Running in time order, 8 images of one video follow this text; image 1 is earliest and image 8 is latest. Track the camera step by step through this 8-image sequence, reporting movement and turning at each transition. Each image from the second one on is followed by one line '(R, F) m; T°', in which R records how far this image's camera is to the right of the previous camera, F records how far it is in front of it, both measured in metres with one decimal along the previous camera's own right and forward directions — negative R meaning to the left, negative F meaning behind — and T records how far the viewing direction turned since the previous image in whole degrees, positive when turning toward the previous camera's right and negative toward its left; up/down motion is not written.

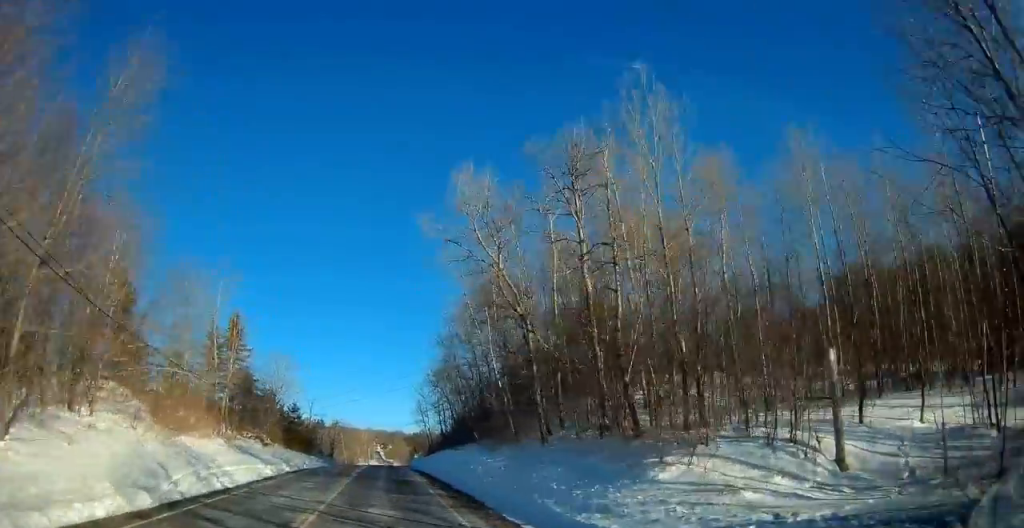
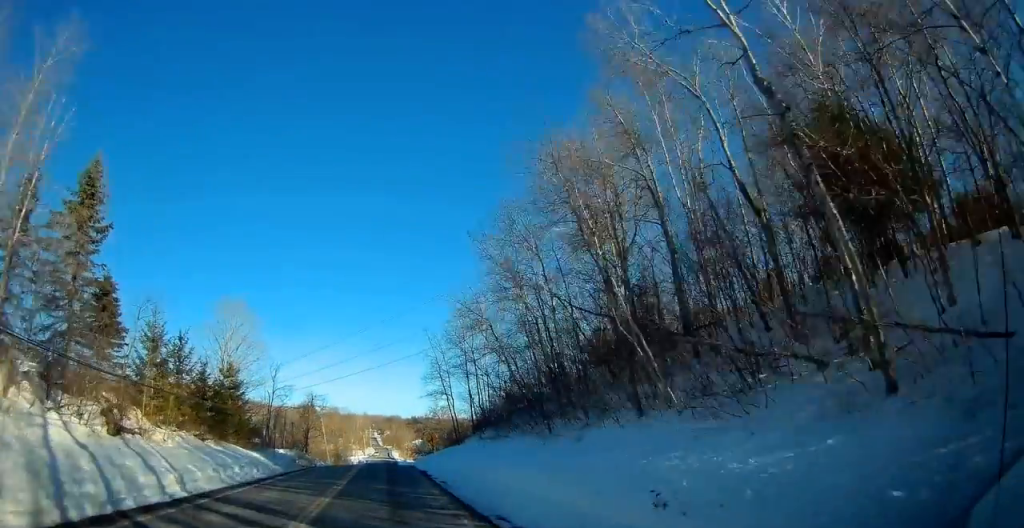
(+0.1, +30.7) m; 0°
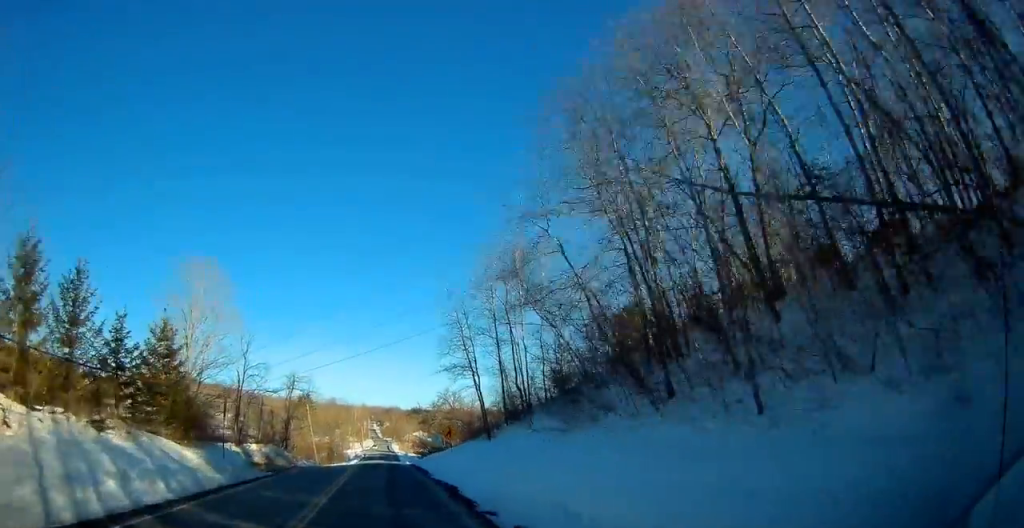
(0.0, +14.0) m; 0°
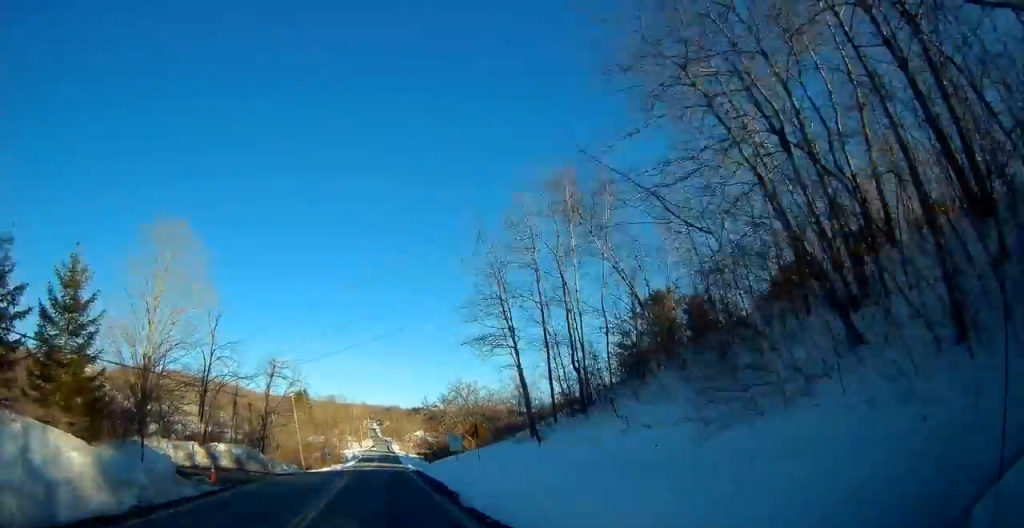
(0.0, +10.6) m; 0°
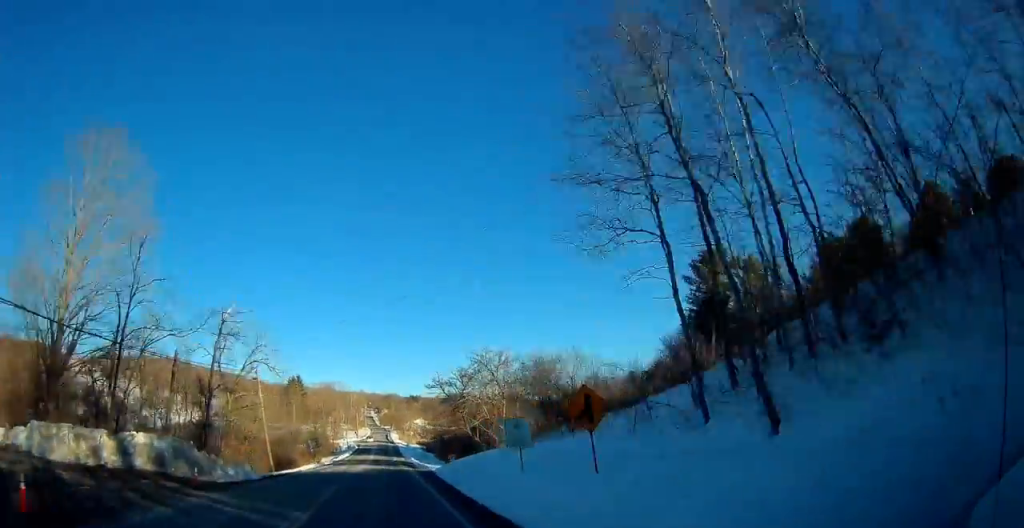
(0.0, +14.7) m; 0°
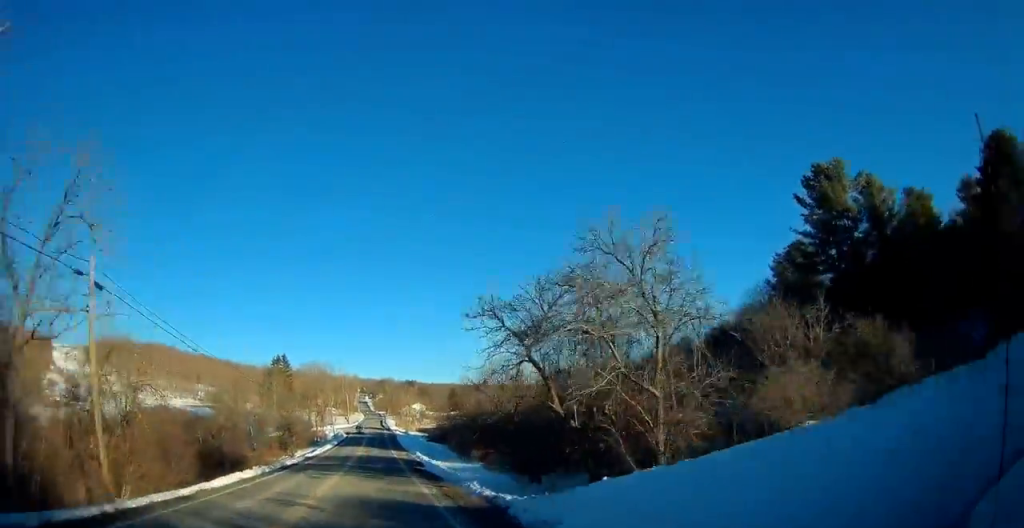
(+0.1, +23.6) m; 0°
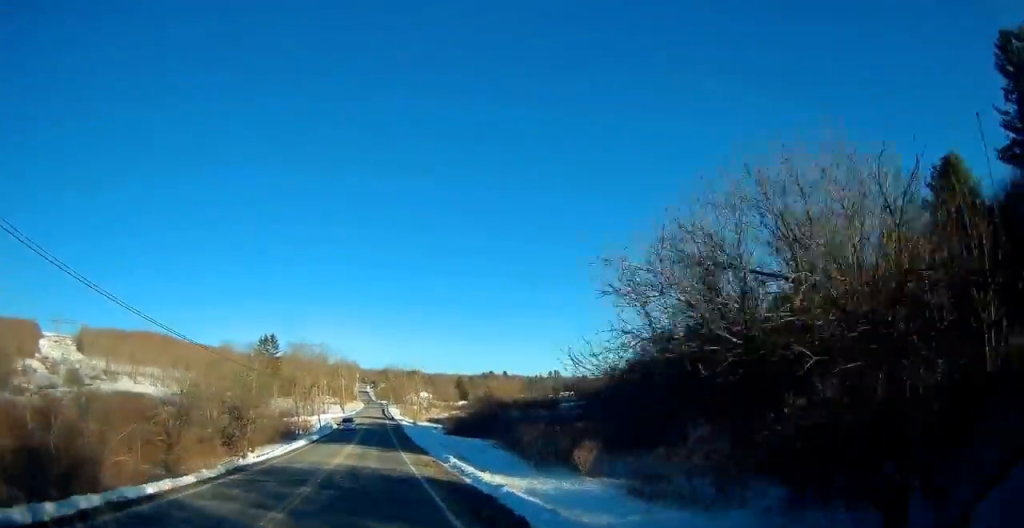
(+0.1, +27.1) m; +1°
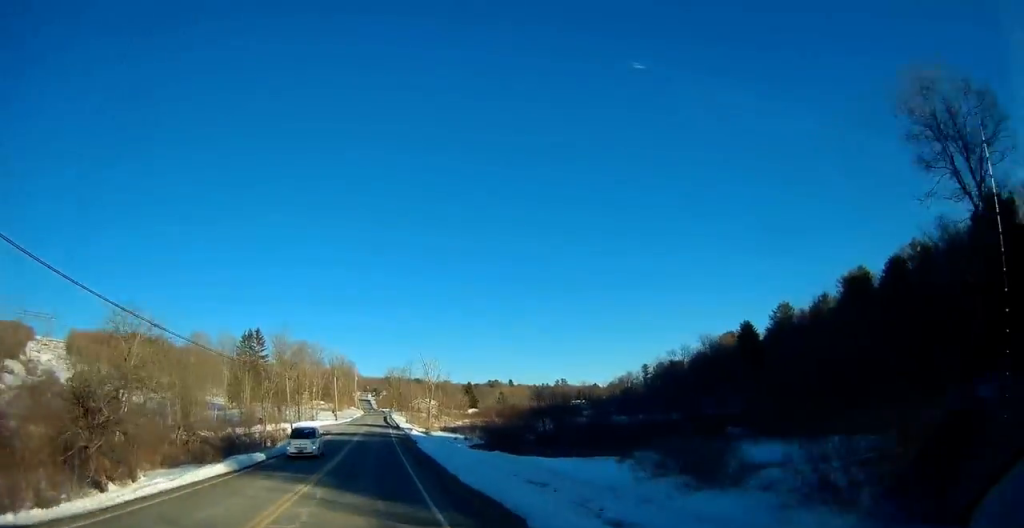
(+0.2, +25.6) m; 0°
